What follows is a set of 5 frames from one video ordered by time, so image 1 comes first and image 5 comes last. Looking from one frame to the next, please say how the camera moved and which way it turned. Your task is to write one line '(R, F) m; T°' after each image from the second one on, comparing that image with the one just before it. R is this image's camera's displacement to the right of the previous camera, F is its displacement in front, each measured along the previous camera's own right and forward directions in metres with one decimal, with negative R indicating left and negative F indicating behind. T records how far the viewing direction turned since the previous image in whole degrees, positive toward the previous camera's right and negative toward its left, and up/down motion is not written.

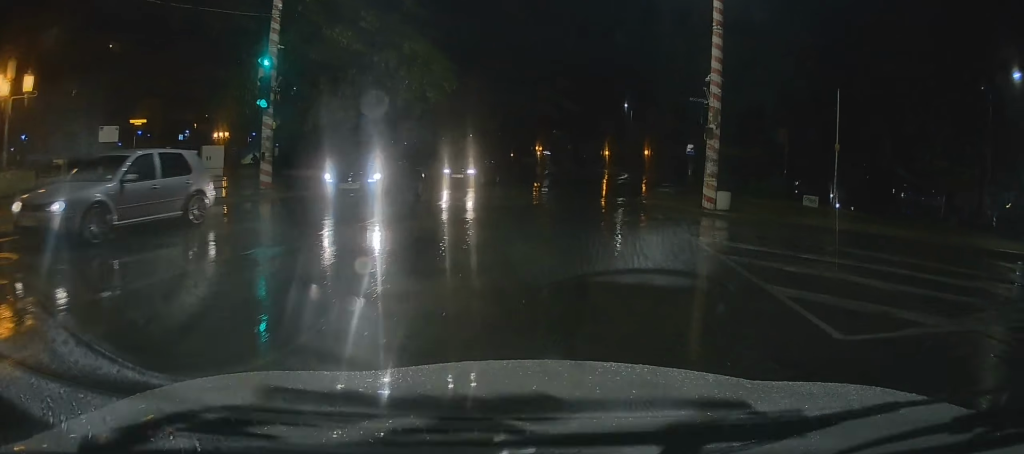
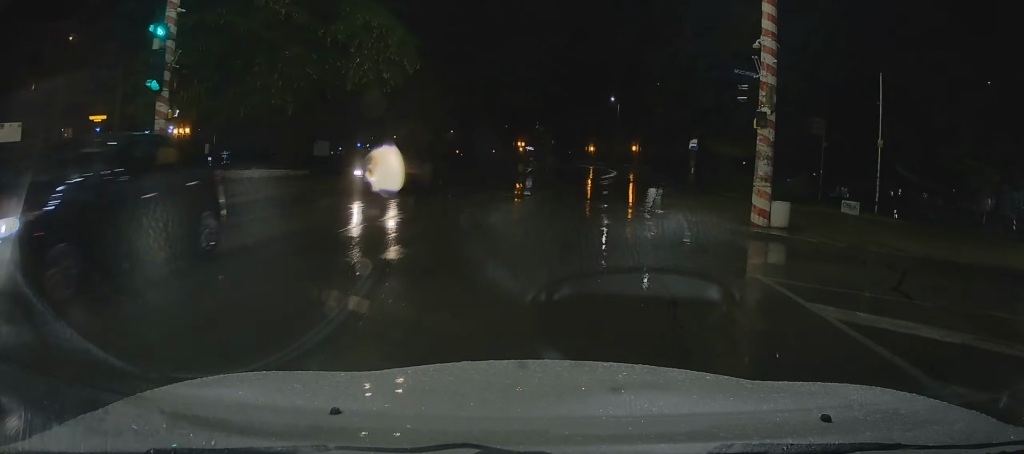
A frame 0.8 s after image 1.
(+0.1, +6.4) m; +3°
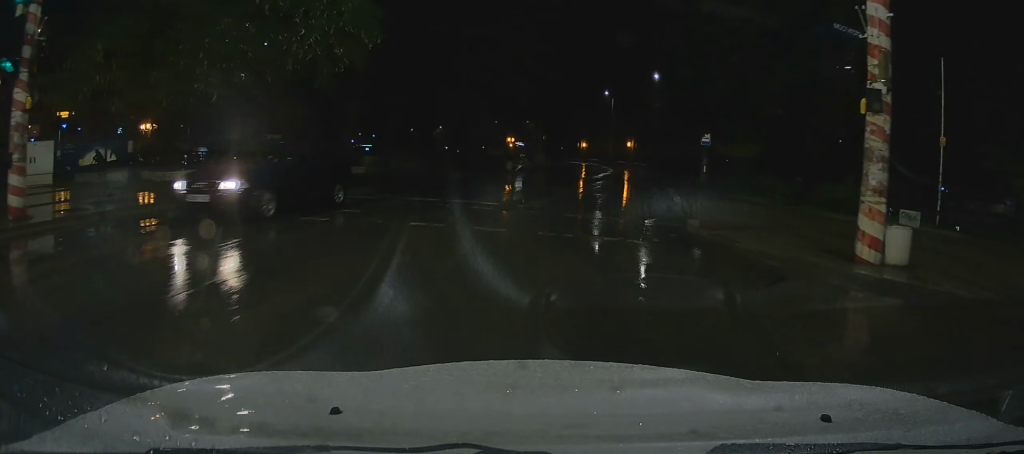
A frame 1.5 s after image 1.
(0.0, +5.5) m; +3°
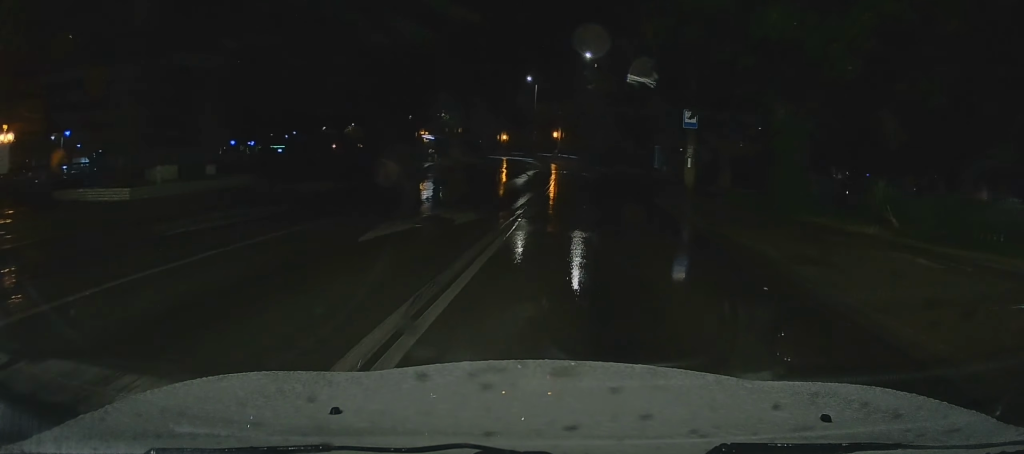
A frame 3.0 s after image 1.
(+0.8, +13.3) m; +5°
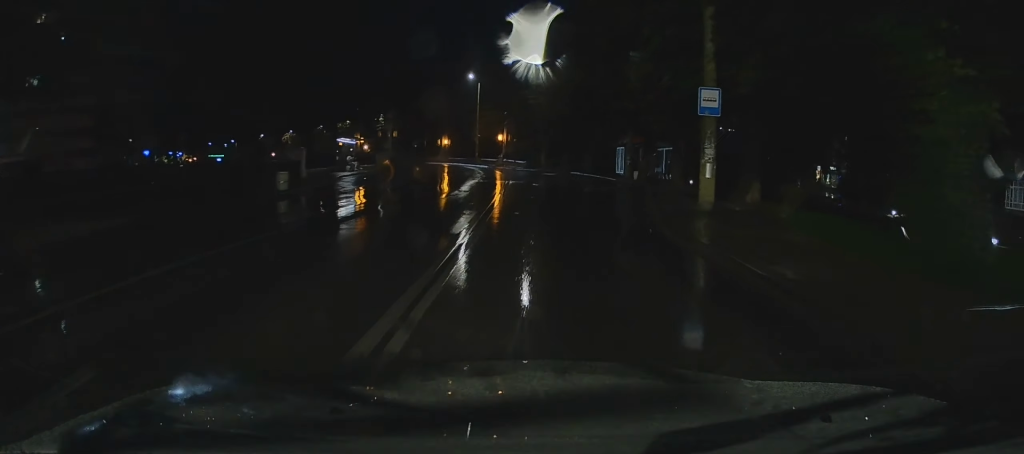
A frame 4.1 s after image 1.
(+0.3, +10.0) m; +3°
